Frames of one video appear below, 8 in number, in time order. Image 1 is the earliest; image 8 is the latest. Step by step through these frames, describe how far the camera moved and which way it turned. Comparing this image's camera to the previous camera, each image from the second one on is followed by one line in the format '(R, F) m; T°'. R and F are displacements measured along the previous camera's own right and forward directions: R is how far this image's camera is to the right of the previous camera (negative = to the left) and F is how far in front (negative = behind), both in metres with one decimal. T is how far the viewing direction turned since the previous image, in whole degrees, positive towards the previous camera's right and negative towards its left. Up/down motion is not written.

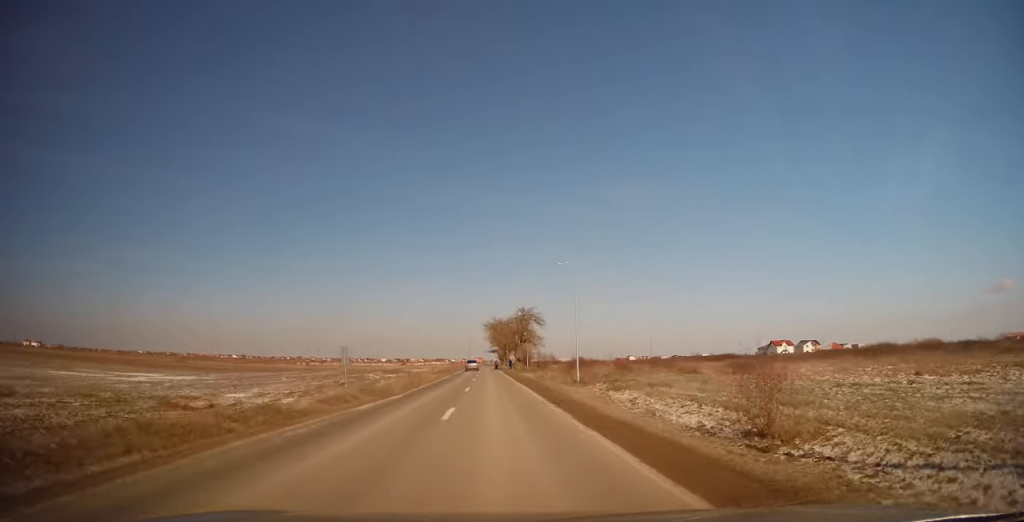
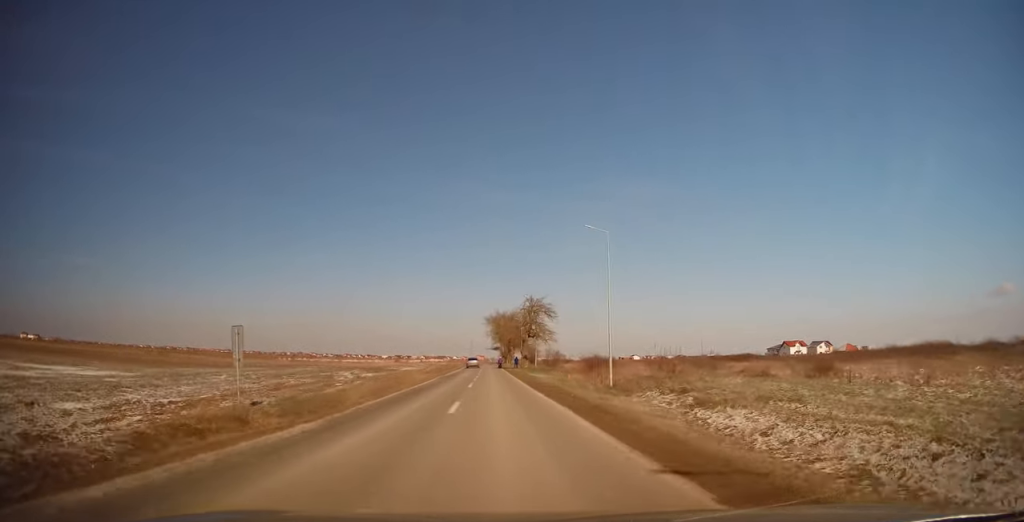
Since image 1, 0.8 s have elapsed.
(-0.1, +11.0) m; -1°
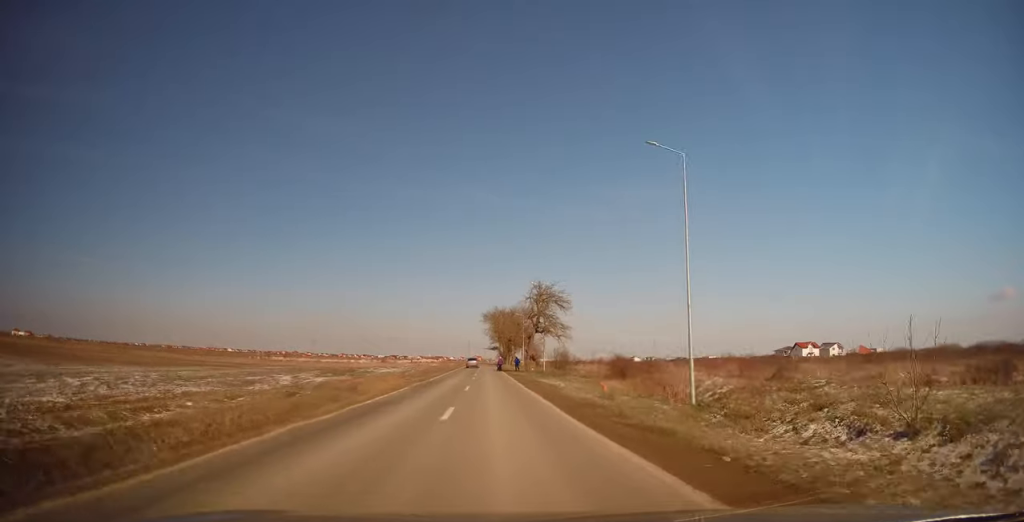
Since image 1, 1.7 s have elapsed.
(+0.1, +13.1) m; 0°
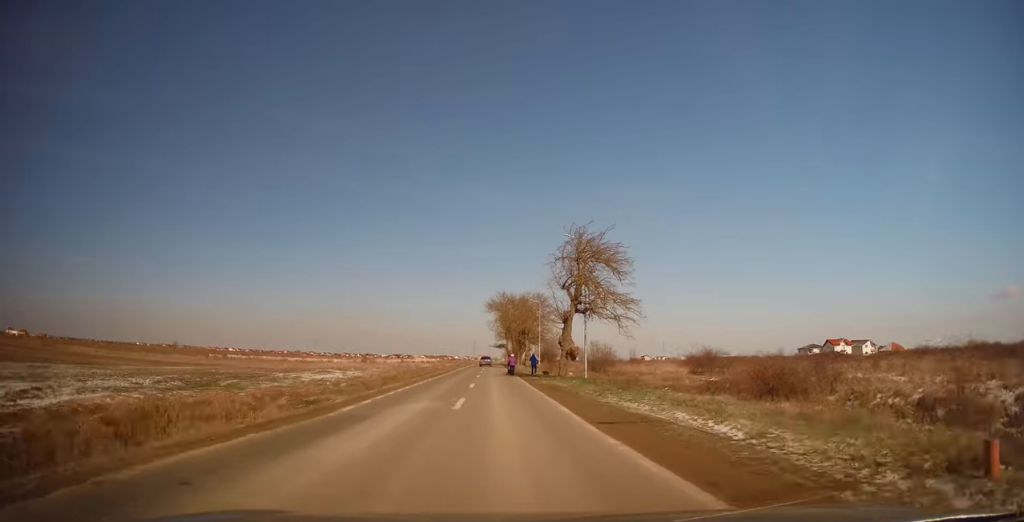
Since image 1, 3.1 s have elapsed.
(-0.1, +21.2) m; -1°
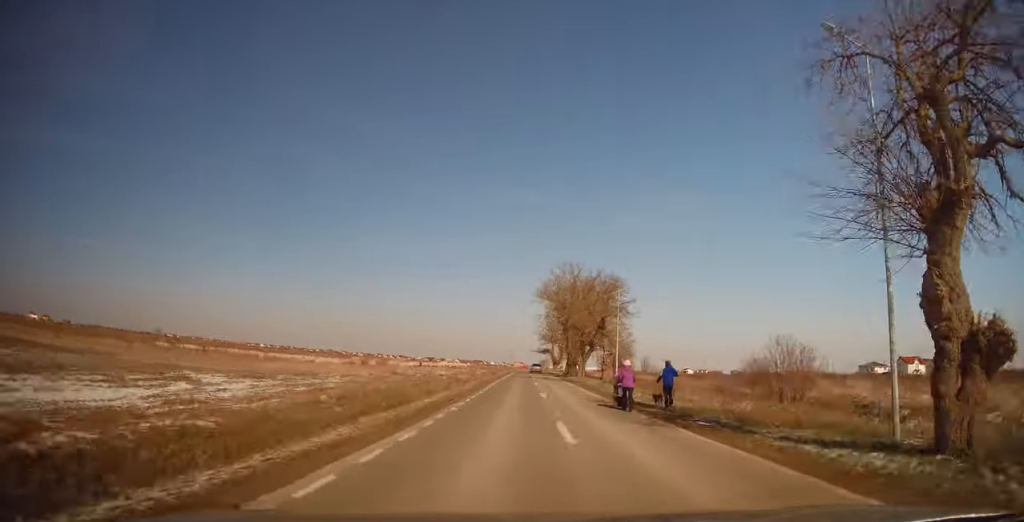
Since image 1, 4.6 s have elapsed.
(-0.5, +24.6) m; -2°
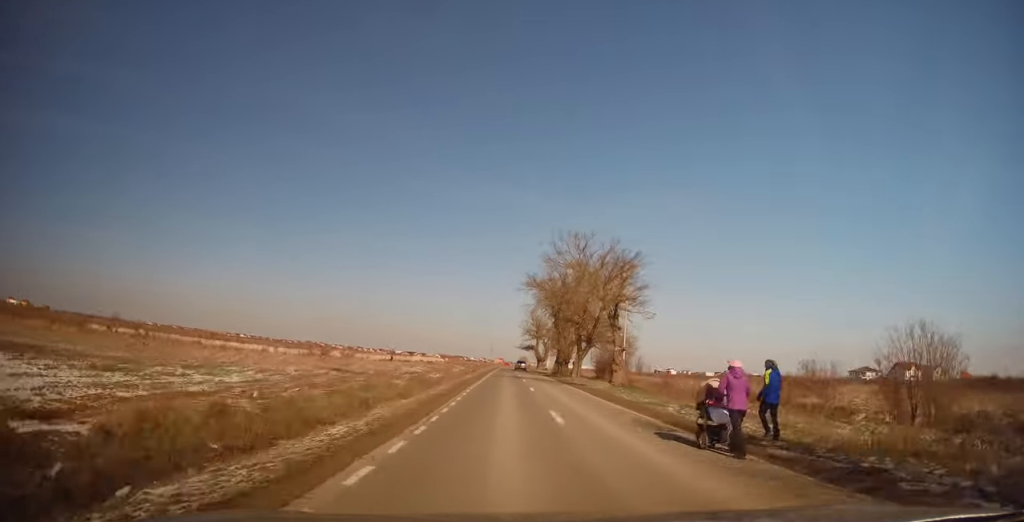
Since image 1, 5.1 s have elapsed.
(+0.1, +8.9) m; +1°
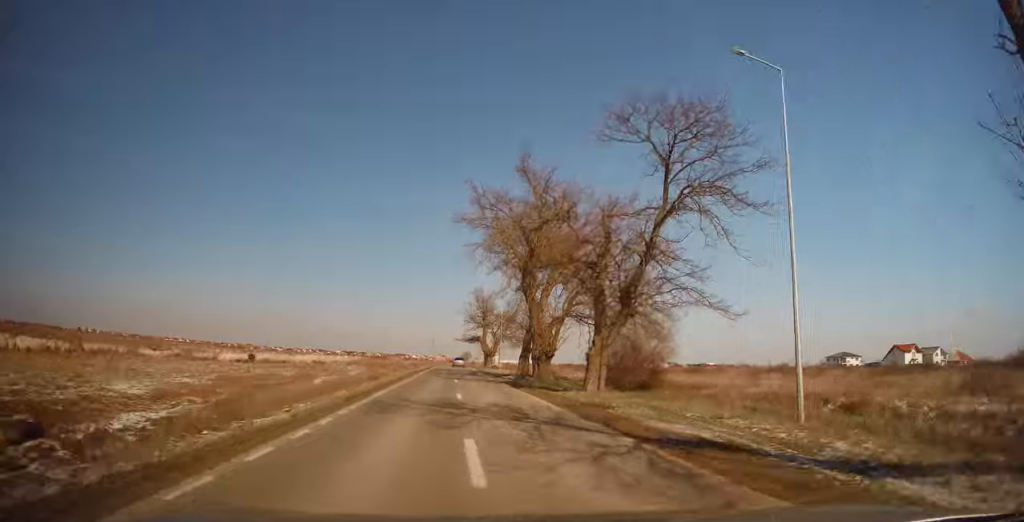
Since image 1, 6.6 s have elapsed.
(+0.7, +28.9) m; +4°
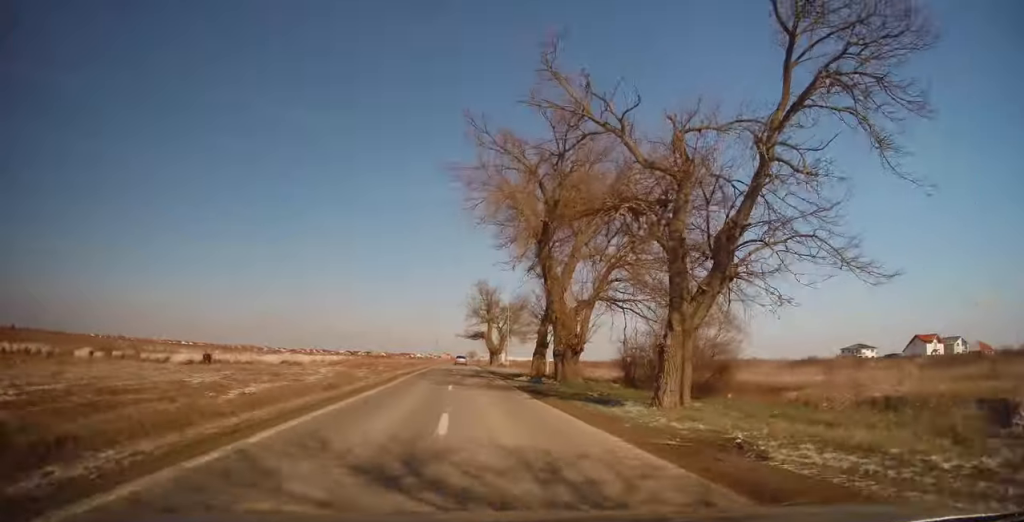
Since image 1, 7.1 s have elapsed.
(+0.2, +8.3) m; +1°
